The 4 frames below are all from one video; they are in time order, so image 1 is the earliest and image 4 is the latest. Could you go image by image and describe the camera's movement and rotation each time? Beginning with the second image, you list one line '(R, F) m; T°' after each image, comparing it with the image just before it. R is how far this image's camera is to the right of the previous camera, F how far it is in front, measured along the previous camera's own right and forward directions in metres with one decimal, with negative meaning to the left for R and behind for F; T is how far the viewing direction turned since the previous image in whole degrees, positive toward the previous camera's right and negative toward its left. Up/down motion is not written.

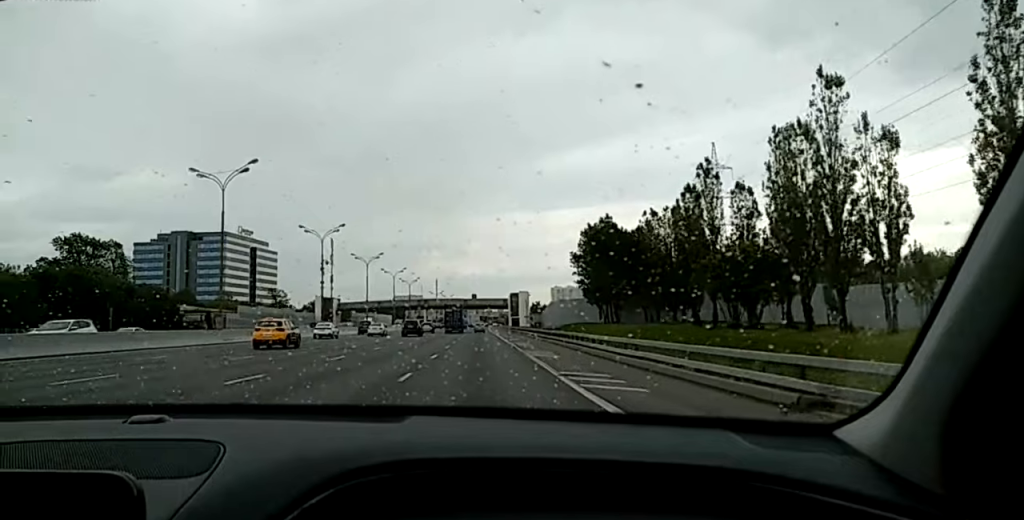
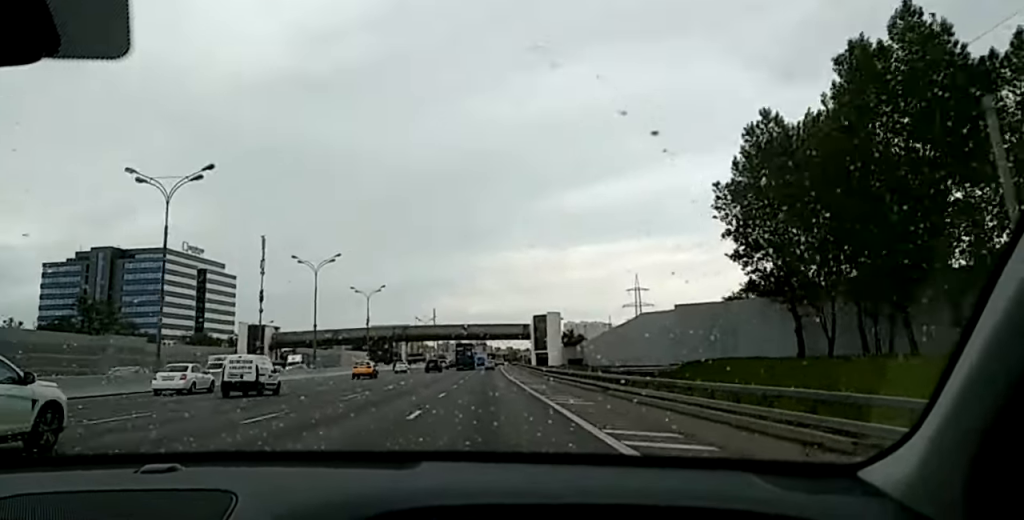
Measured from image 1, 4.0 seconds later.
(0.0, +82.5) m; -1°
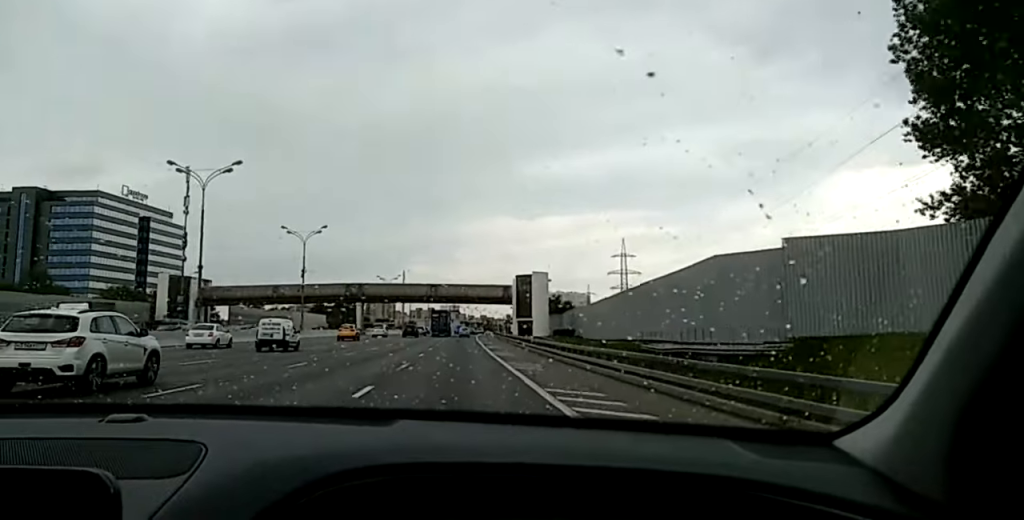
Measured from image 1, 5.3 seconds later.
(-0.6, +27.1) m; -1°
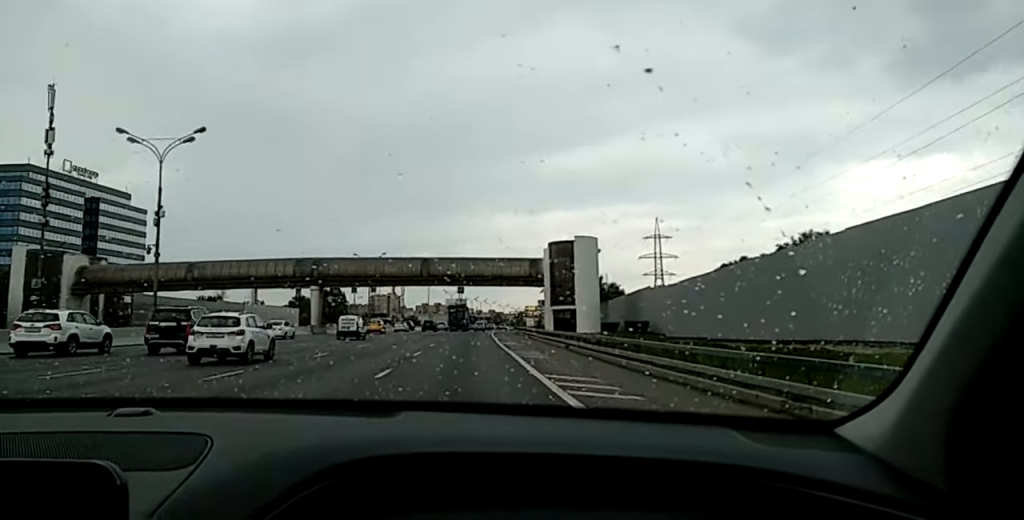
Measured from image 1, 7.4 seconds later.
(+1.0, +45.5) m; +1°
